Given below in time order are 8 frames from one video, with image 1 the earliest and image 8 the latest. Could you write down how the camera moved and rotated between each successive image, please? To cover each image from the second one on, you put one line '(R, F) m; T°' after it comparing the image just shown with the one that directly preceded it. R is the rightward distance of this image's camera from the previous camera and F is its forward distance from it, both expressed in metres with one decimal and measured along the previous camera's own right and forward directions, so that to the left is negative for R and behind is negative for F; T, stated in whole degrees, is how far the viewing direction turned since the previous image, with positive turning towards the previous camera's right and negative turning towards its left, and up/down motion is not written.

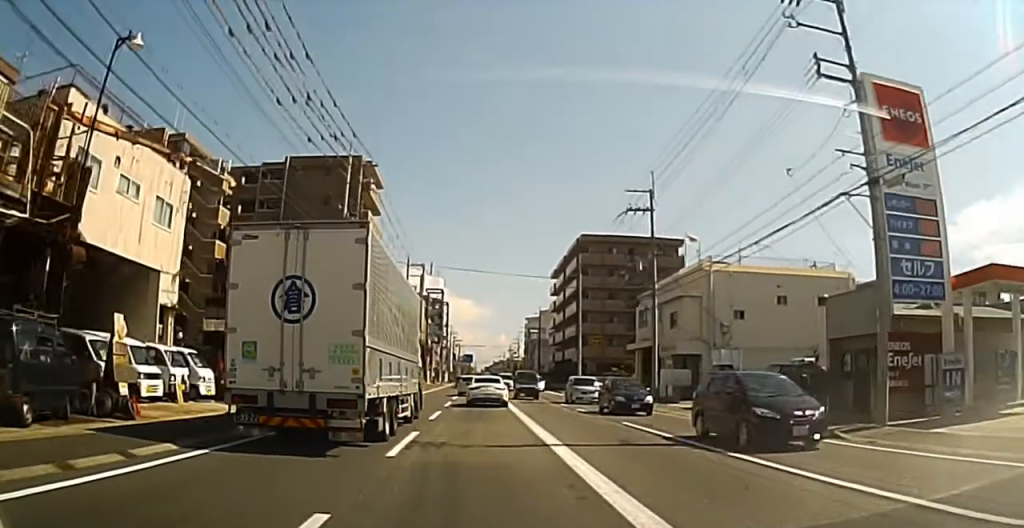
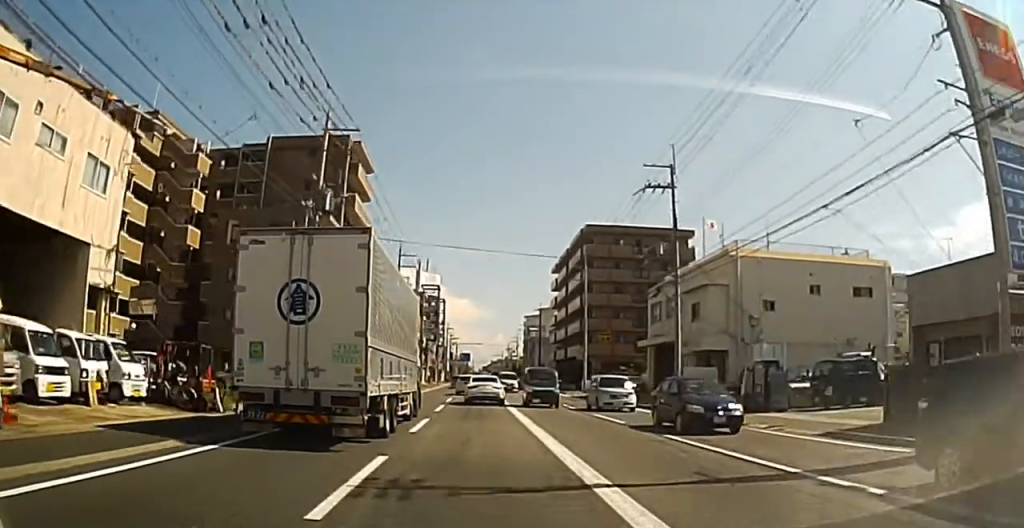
(-0.4, +4.9) m; 0°
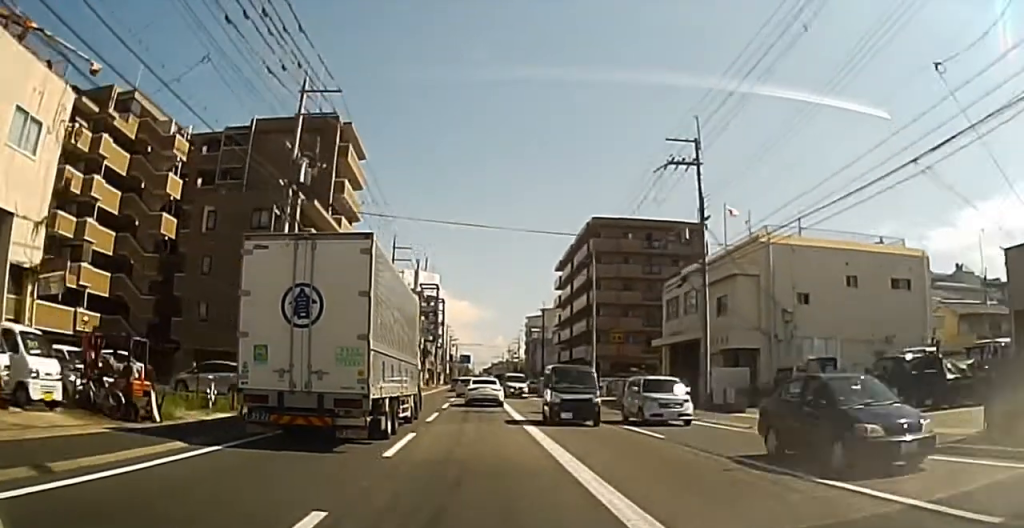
(+0.2, +4.4) m; +2°
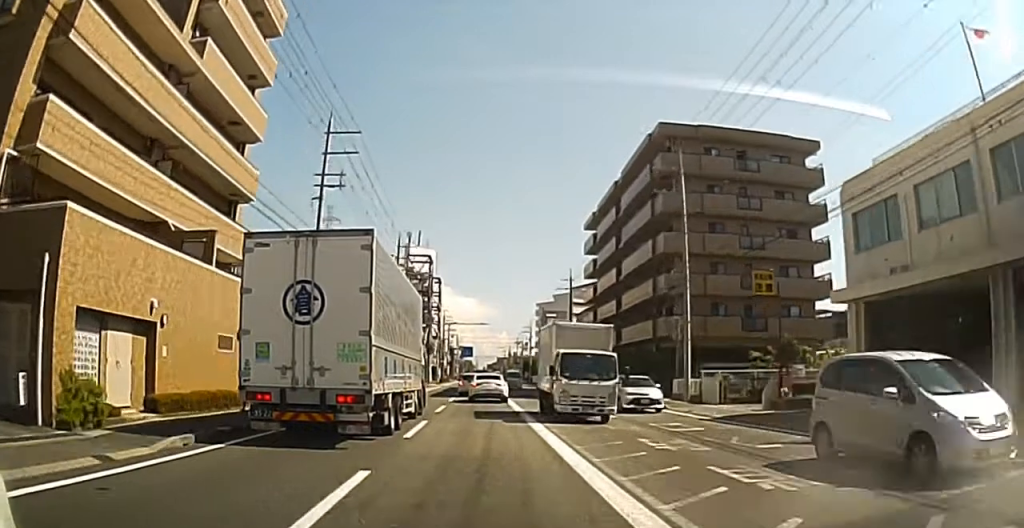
(+1.2, +26.5) m; +1°
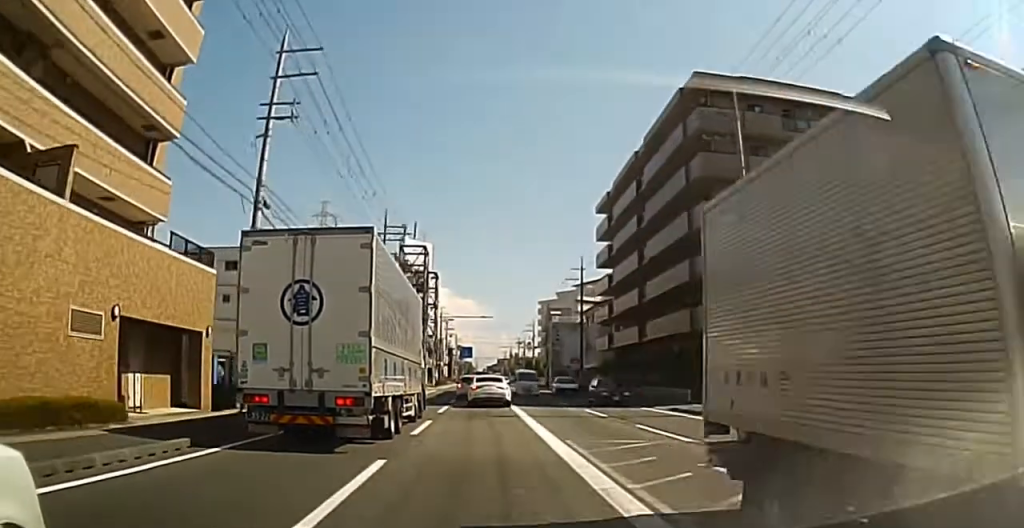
(-0.2, +8.7) m; -1°
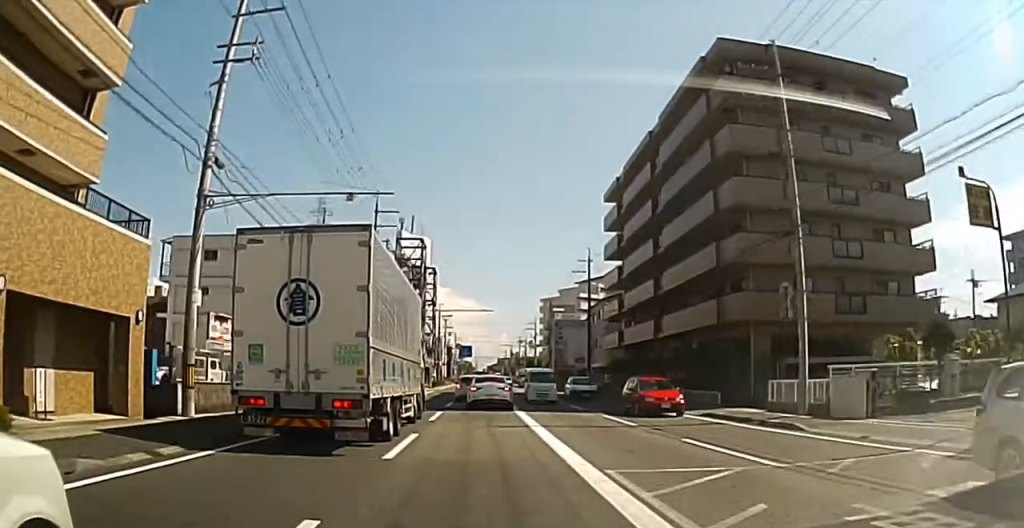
(0.0, +4.7) m; 0°
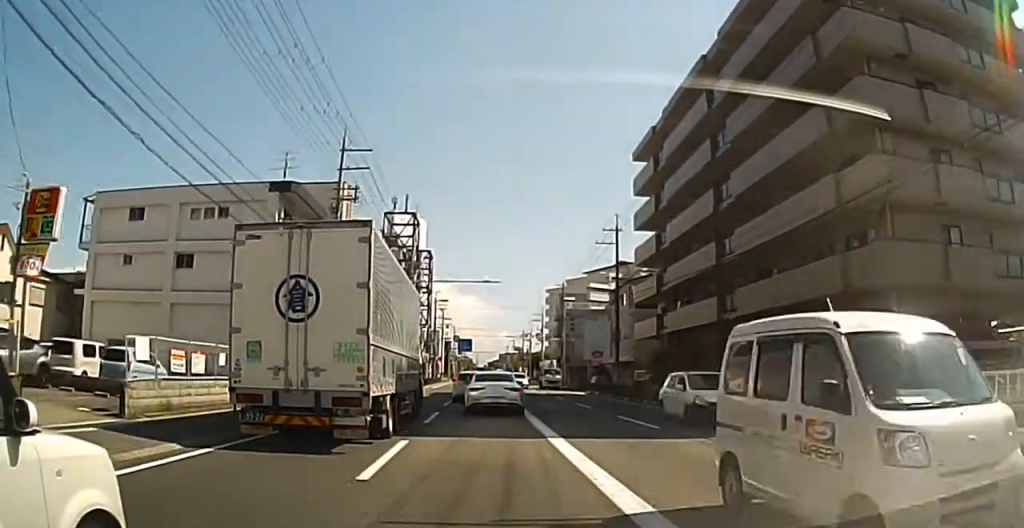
(0.0, +13.2) m; +1°
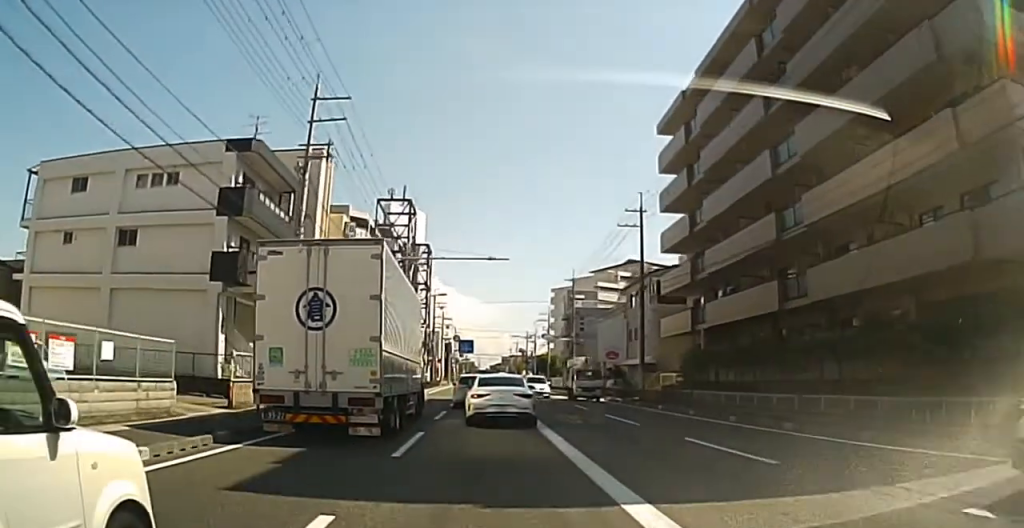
(+0.1, +7.4) m; +1°
